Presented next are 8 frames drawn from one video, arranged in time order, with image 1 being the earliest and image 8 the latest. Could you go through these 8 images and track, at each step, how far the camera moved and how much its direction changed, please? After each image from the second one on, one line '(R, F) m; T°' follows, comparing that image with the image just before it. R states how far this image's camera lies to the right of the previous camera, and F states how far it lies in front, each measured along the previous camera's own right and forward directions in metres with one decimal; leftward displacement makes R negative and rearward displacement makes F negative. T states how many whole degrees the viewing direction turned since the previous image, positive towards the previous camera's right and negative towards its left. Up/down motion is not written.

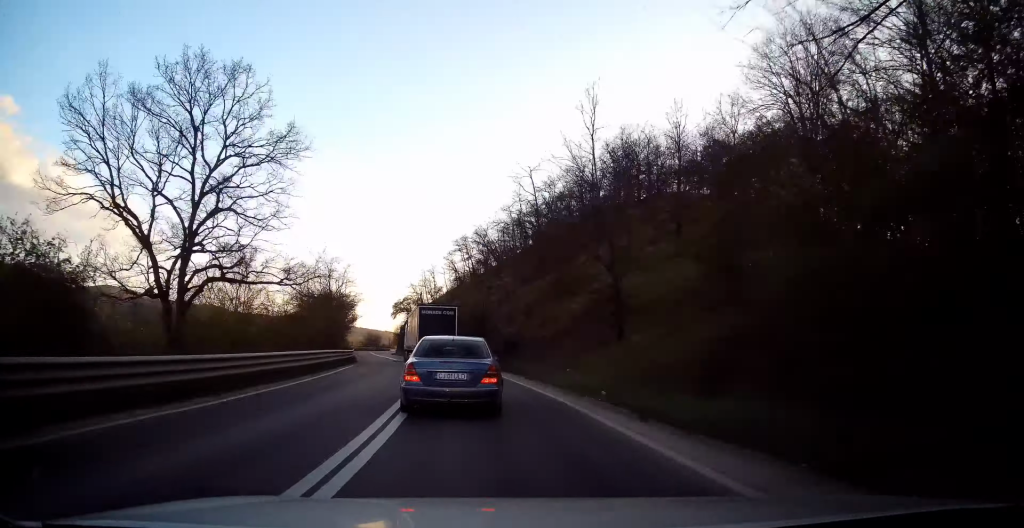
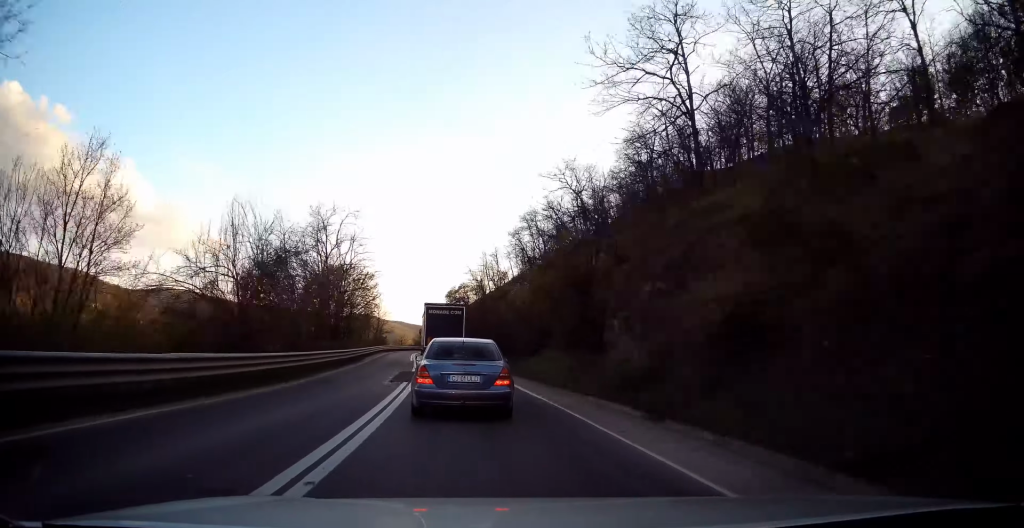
(-1.2, +25.4) m; -8°
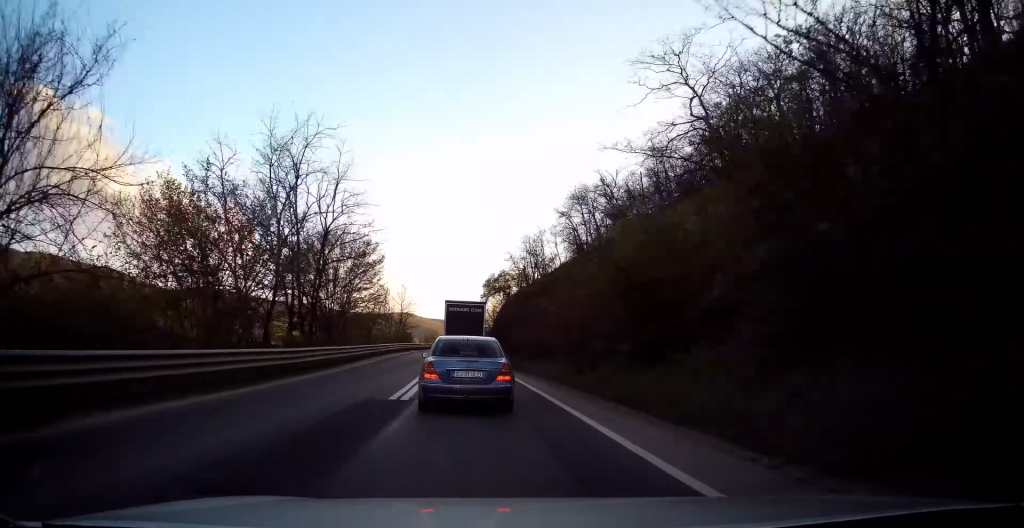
(-0.6, +15.2) m; -3°
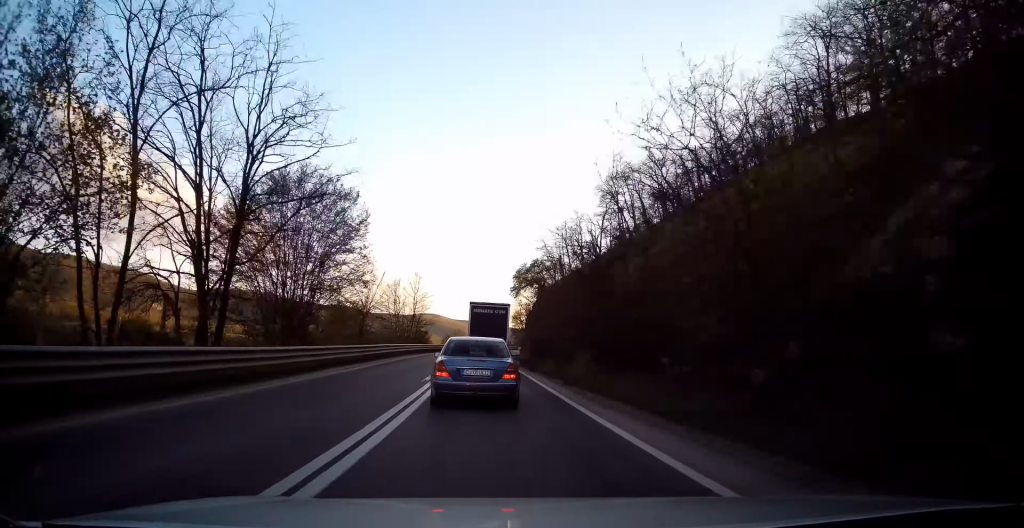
(-0.2, +13.0) m; -3°
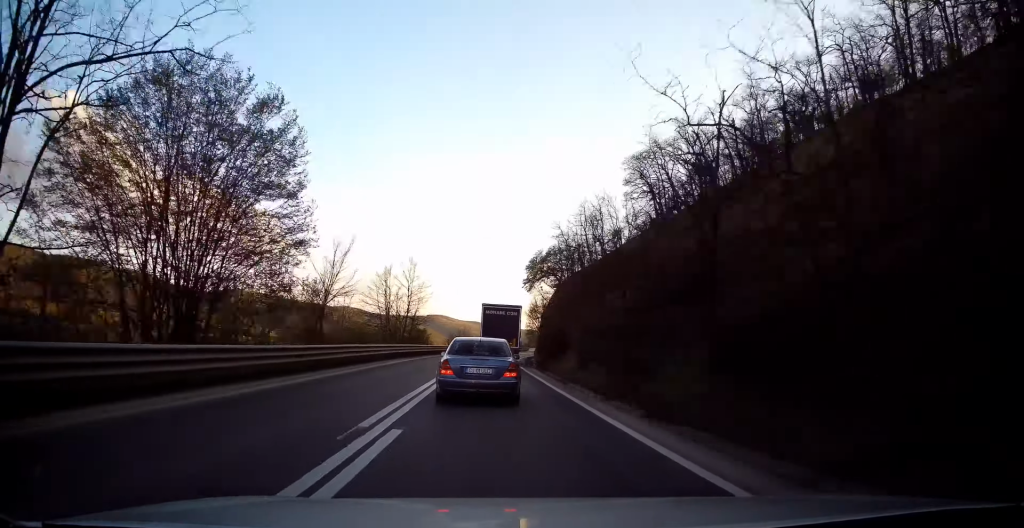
(-0.3, +10.5) m; -2°
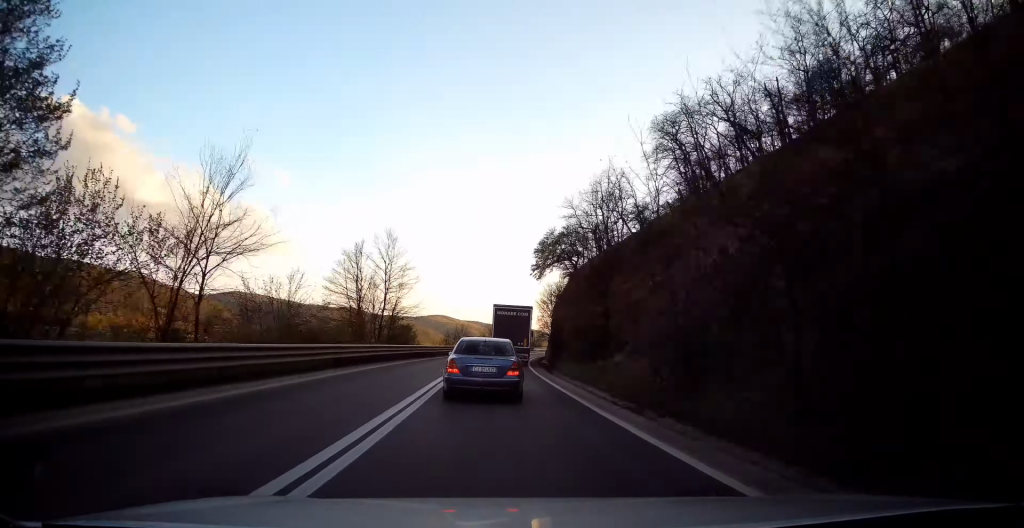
(-0.4, +11.7) m; -1°
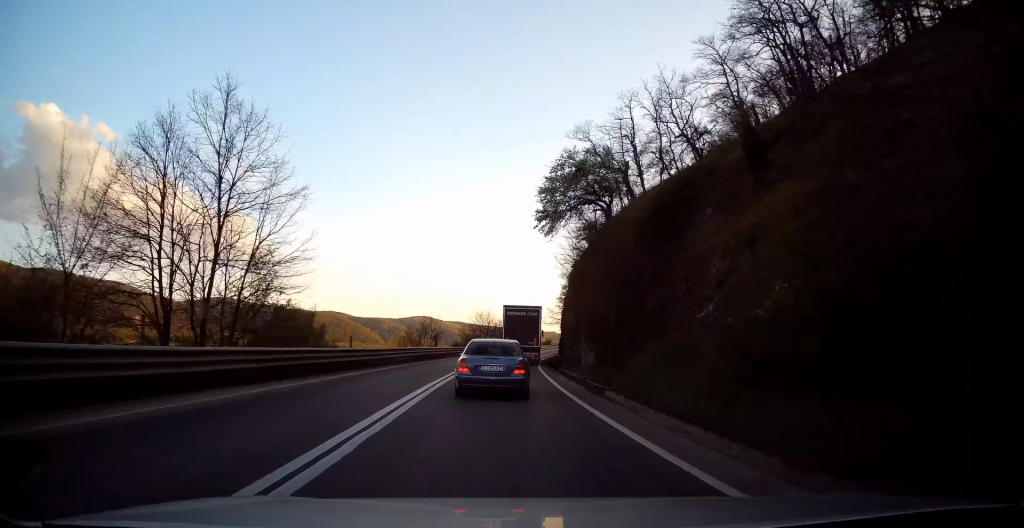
(+0.5, +22.6) m; +2°
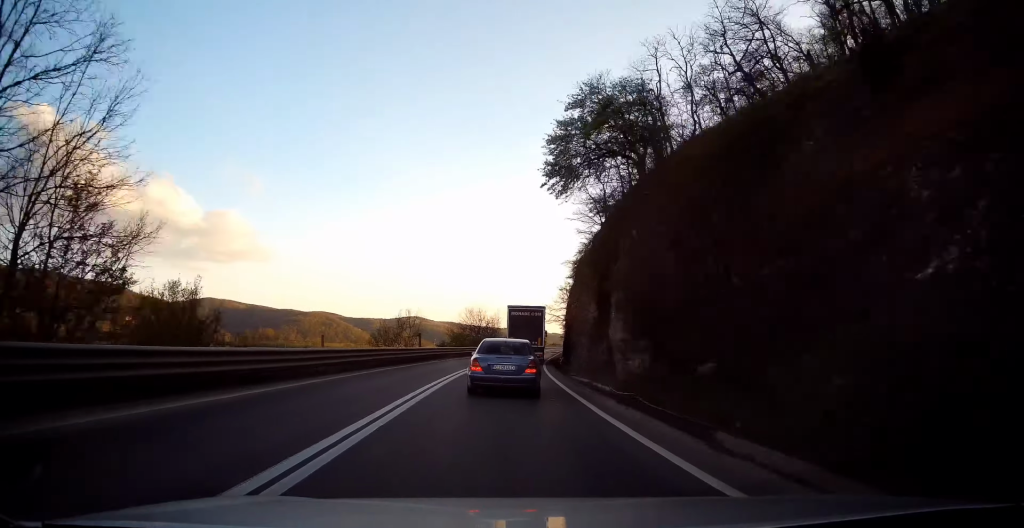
(0.0, +9.2) m; +1°
